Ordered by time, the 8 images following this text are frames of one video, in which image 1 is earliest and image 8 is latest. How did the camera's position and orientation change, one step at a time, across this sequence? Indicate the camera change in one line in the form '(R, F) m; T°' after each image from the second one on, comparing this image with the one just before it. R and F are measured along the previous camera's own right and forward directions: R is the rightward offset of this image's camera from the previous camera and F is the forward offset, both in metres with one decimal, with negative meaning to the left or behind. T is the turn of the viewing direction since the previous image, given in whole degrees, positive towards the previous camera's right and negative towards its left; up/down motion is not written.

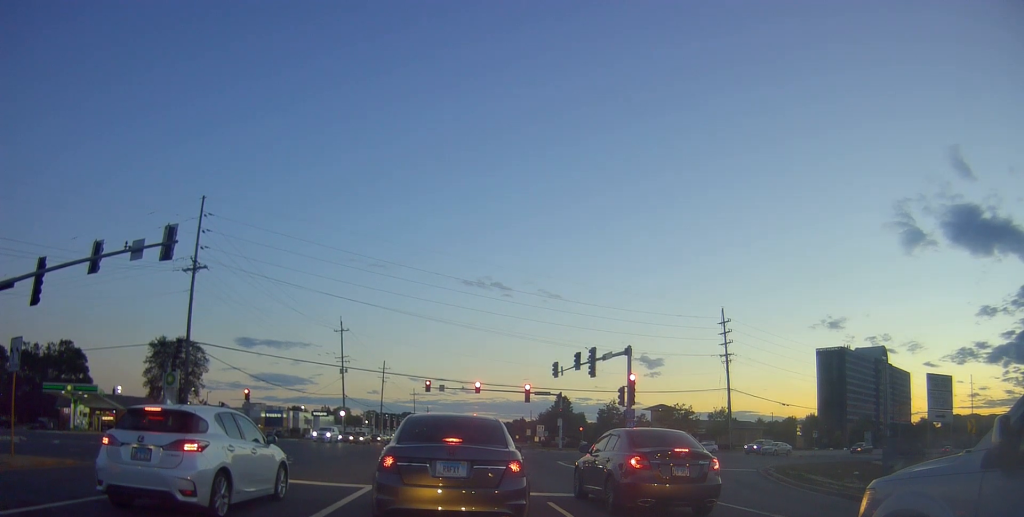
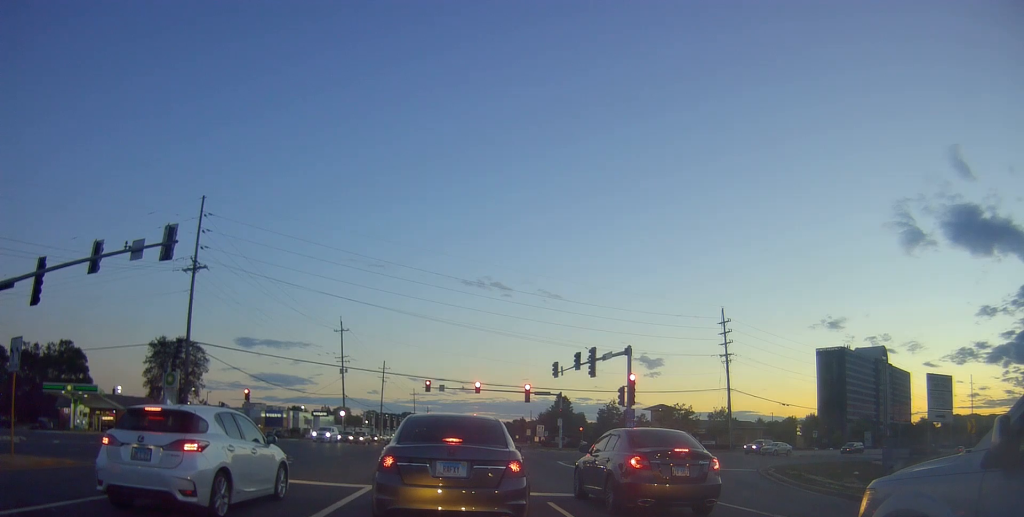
(0.0, 0.0) m; 0°
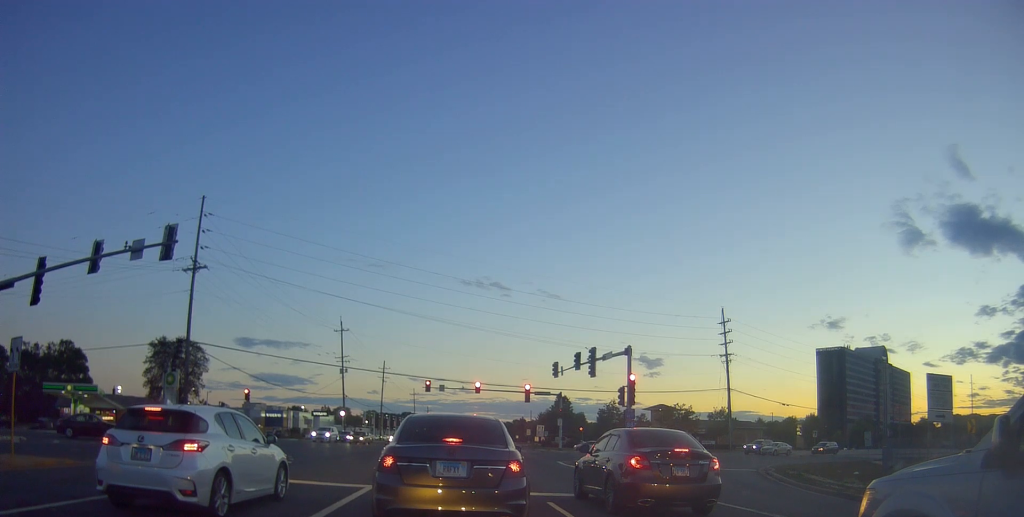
(0.0, 0.0) m; 0°
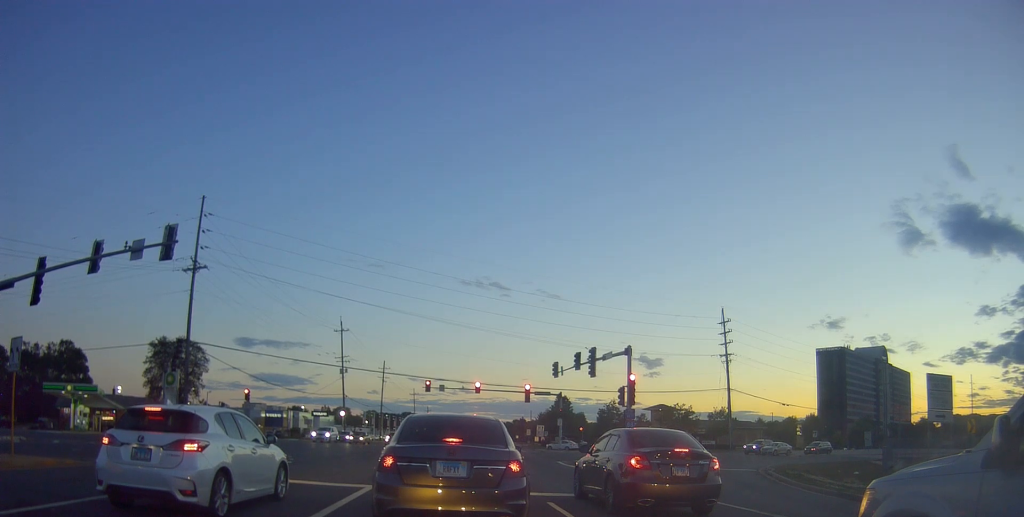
(0.0, 0.0) m; 0°
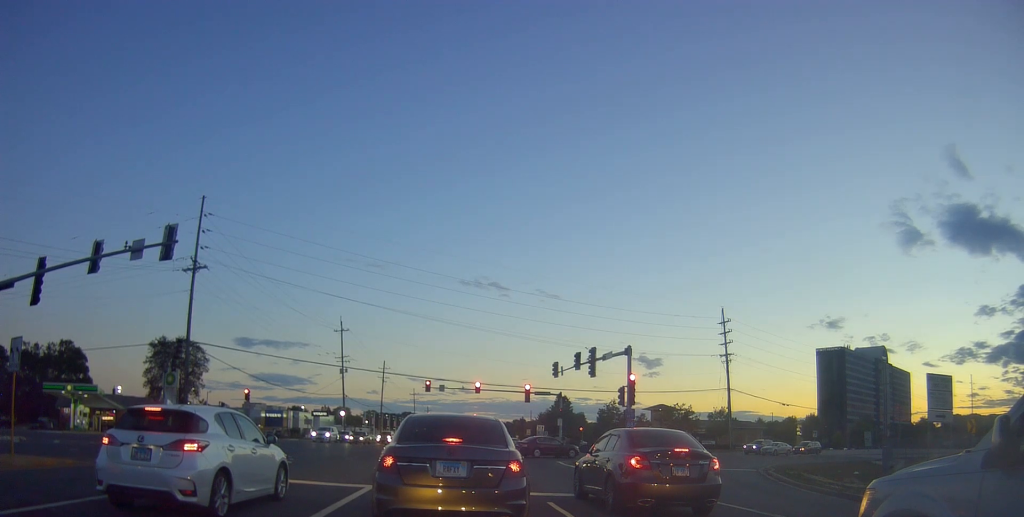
(0.0, 0.0) m; 0°
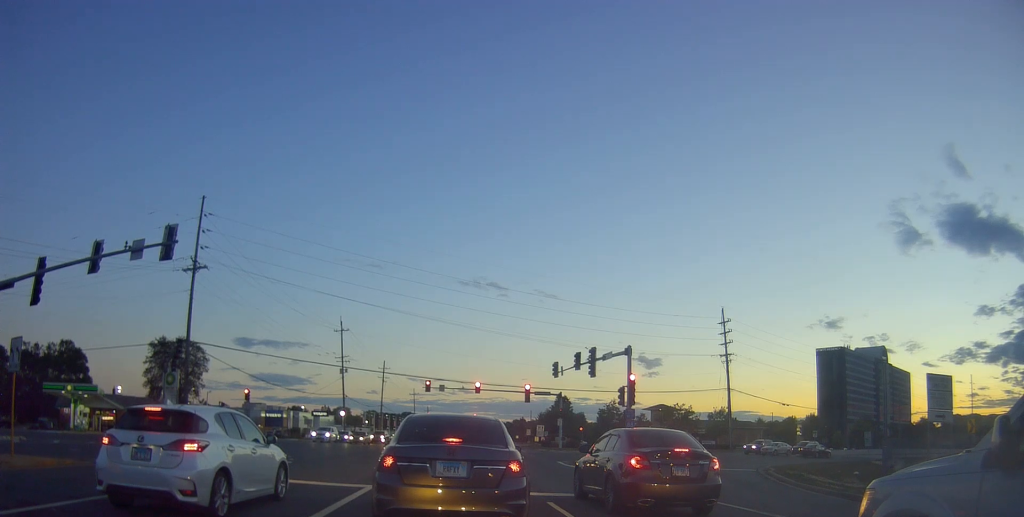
(0.0, 0.0) m; 0°
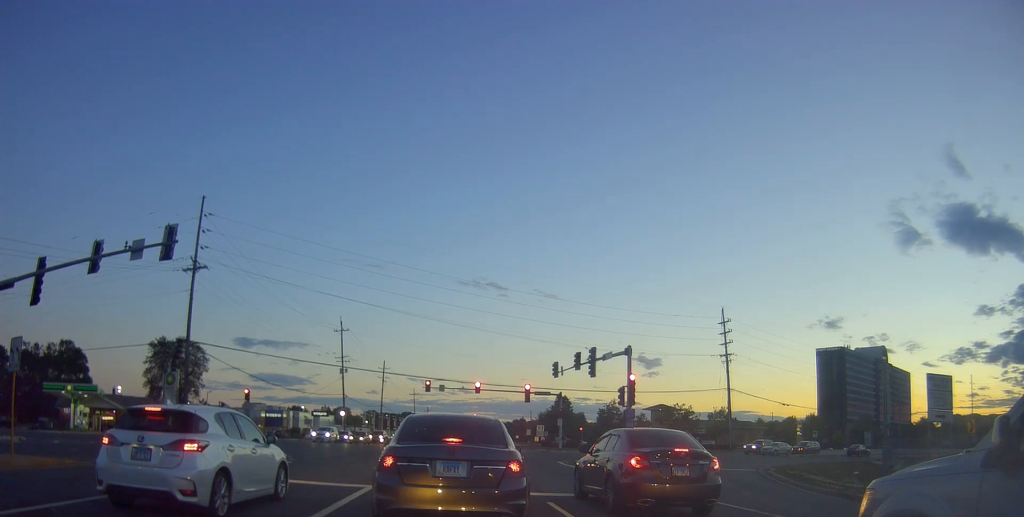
(0.0, 0.0) m; 0°
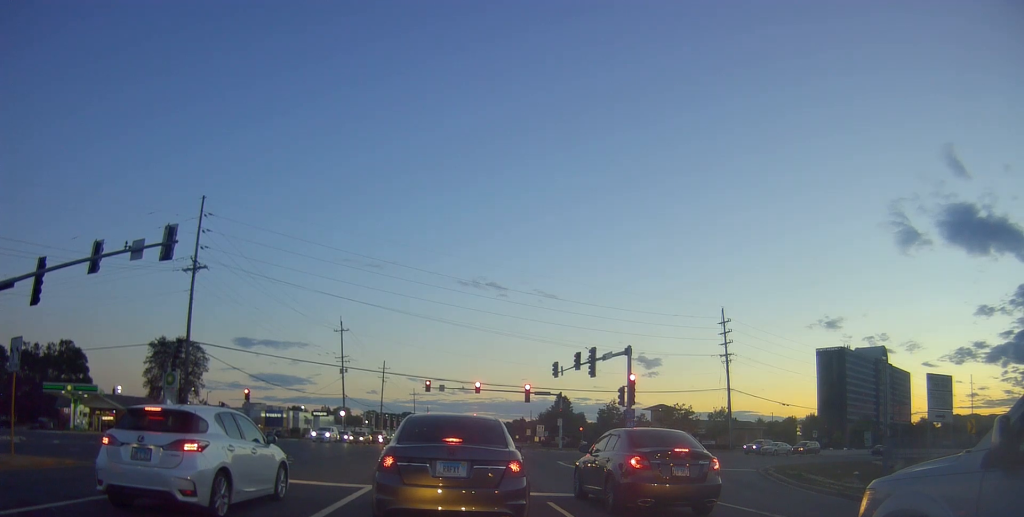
(0.0, 0.0) m; 0°
